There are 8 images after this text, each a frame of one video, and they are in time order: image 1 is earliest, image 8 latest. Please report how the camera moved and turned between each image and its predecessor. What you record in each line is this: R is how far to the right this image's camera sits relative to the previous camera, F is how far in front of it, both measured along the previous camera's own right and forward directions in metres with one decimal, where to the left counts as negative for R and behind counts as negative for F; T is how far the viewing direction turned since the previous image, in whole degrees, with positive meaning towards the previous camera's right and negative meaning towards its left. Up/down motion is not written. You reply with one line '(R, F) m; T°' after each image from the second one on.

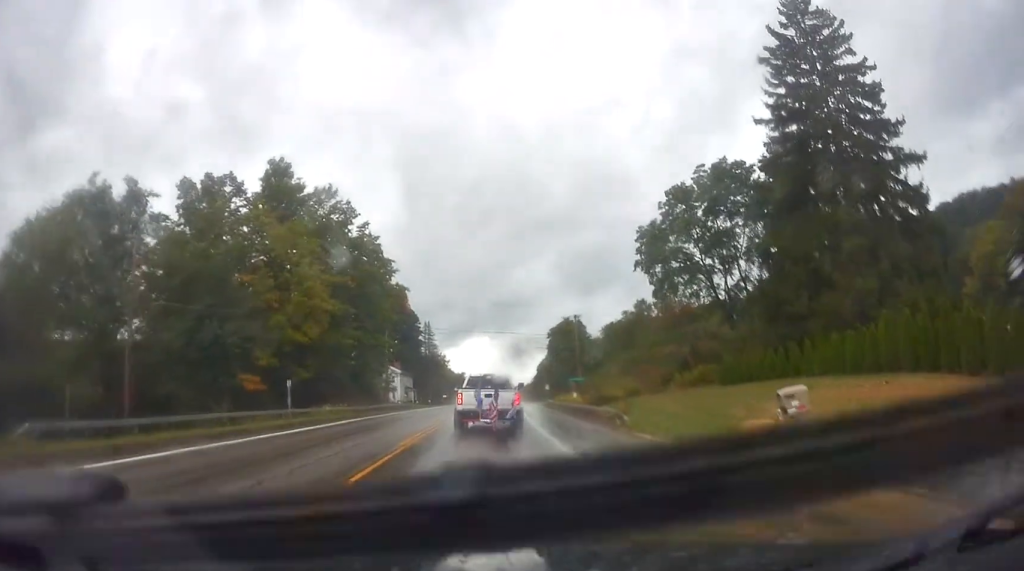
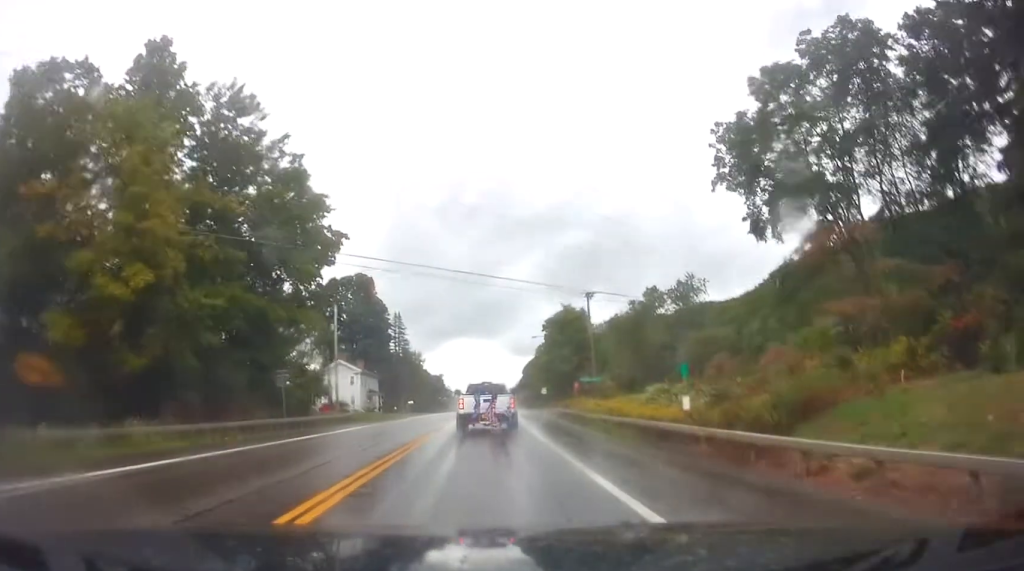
(-0.8, +22.2) m; -3°
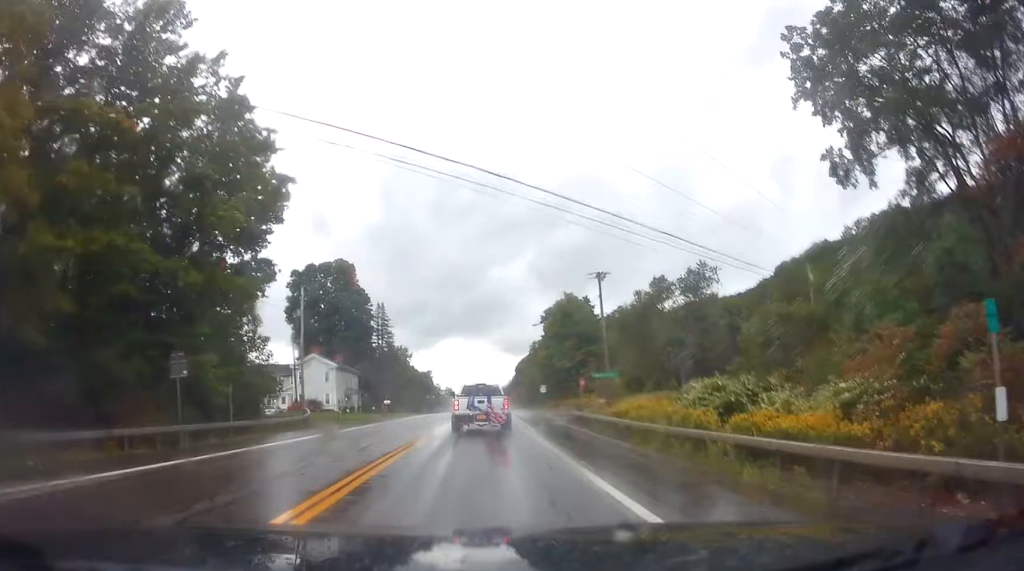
(-0.2, +10.1) m; +1°
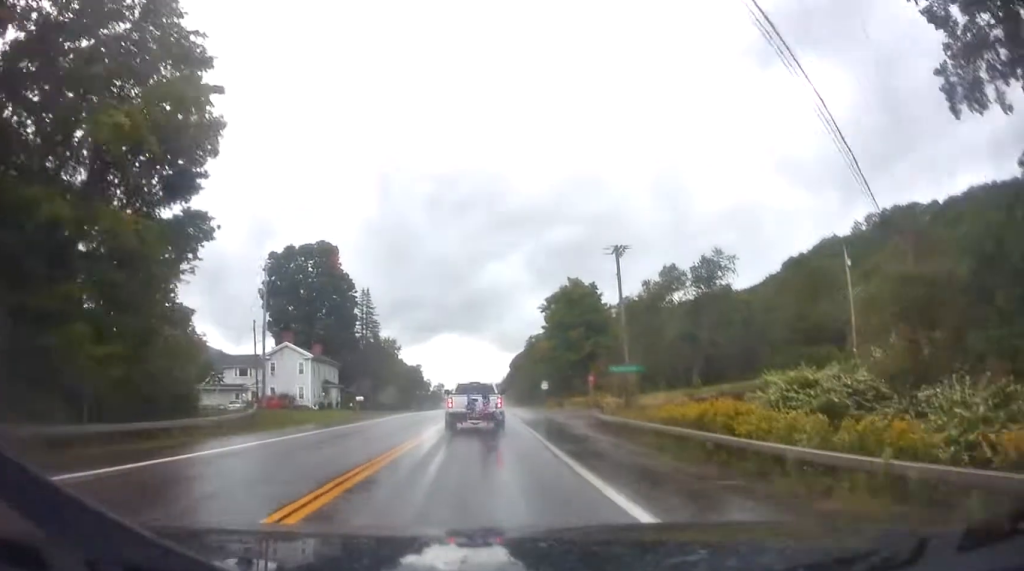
(+0.2, +8.9) m; +1°
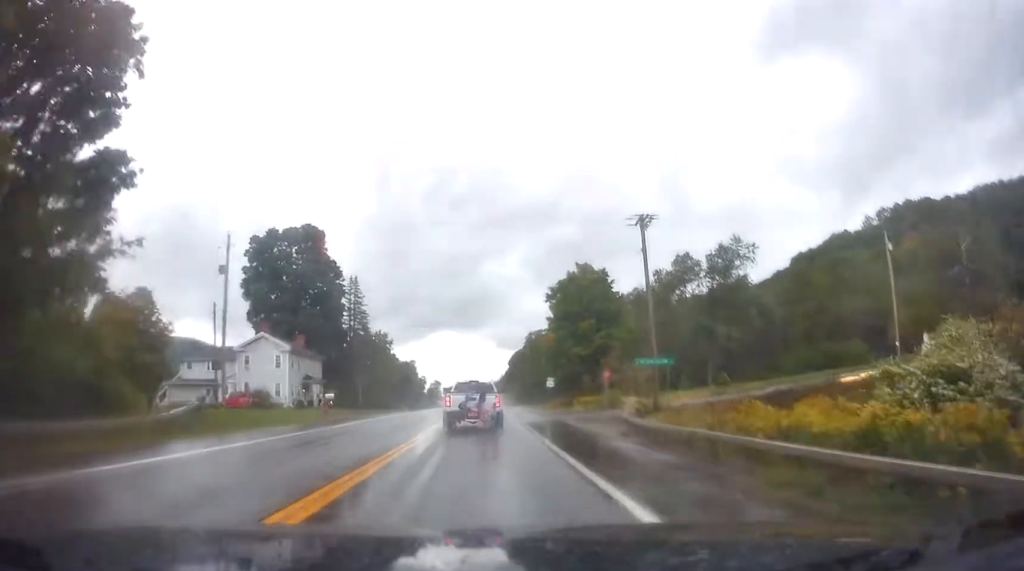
(+0.2, +7.5) m; +1°
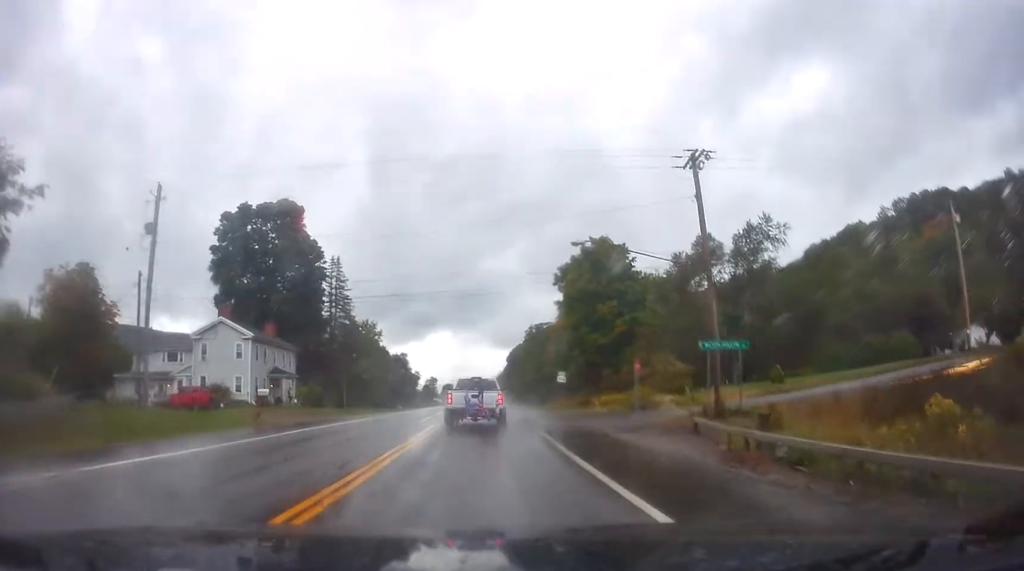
(0.0, +10.0) m; 0°
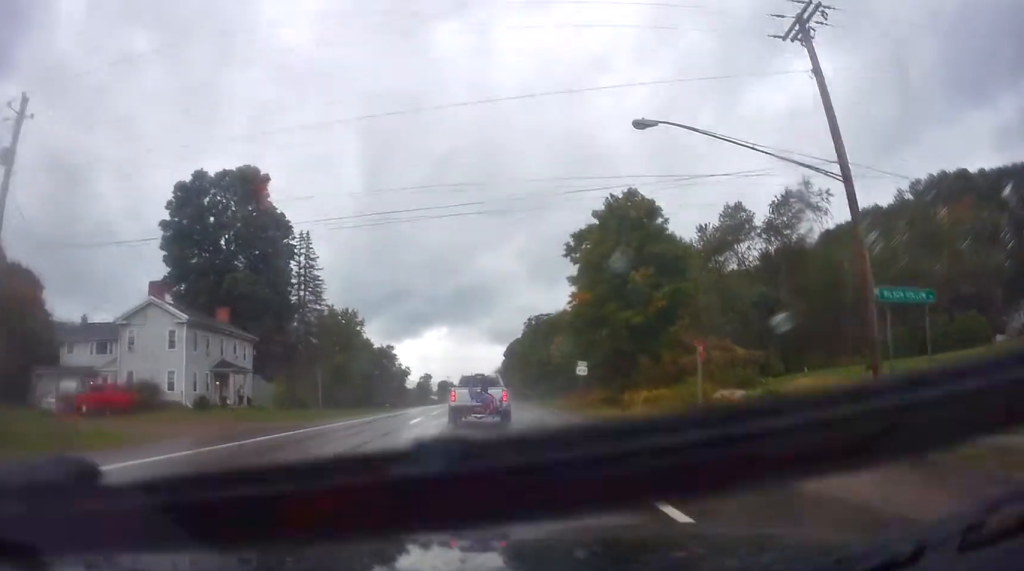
(-0.1, +11.4) m; 0°
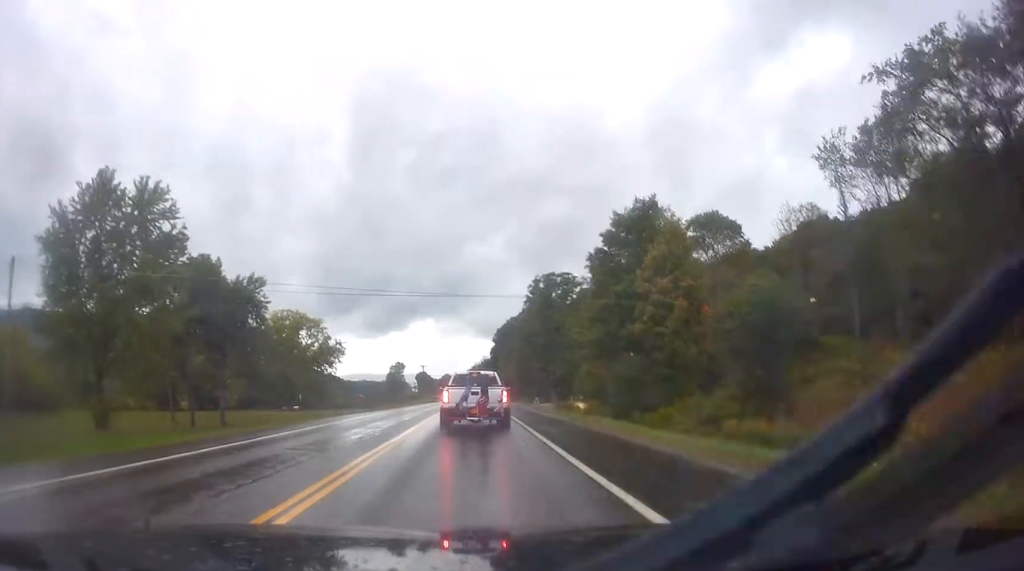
(+1.8, +56.1) m; +3°
